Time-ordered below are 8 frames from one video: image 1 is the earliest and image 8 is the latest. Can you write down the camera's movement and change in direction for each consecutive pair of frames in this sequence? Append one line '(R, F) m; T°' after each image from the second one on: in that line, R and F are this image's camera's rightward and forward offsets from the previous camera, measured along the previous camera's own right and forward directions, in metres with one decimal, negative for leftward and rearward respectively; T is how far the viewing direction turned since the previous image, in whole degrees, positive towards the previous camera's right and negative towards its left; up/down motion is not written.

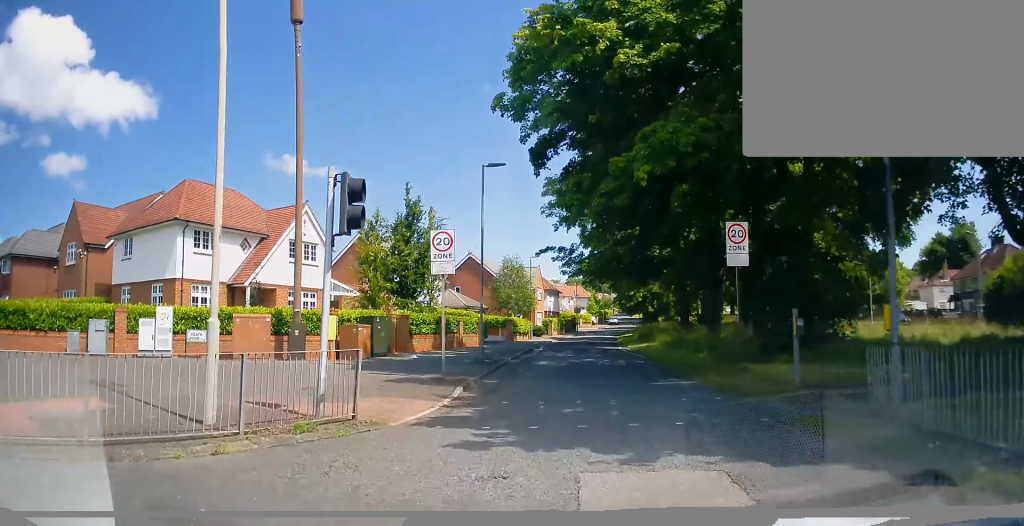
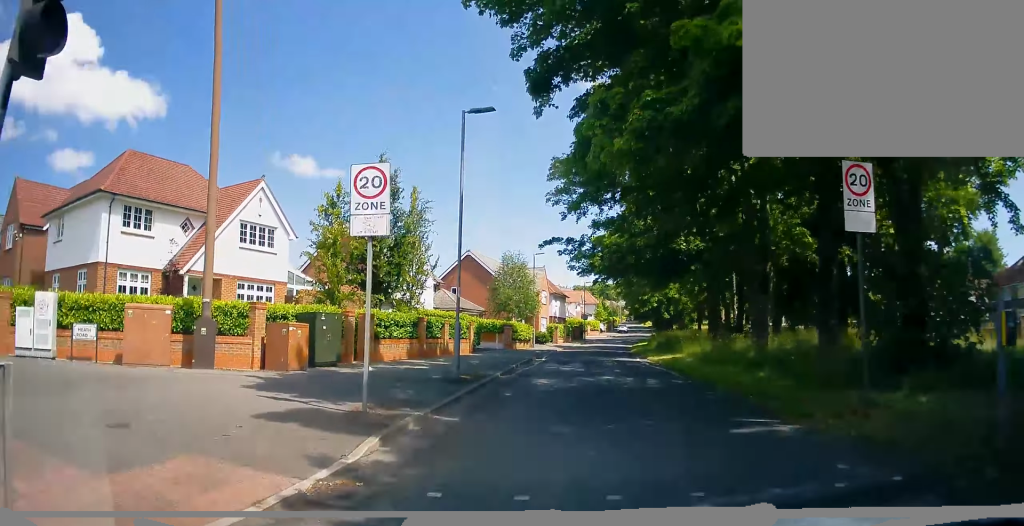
(0.0, +6.2) m; 0°
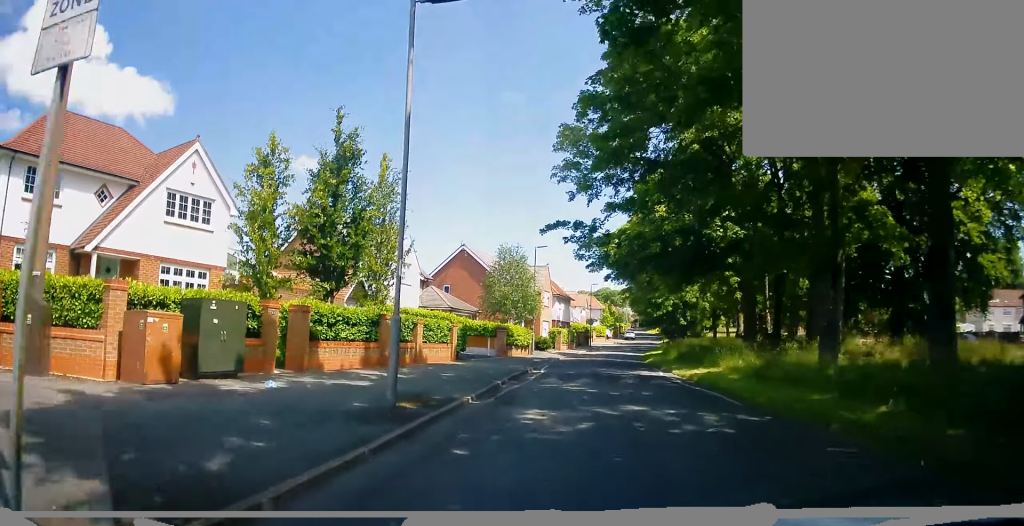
(+0.1, +6.2) m; -1°
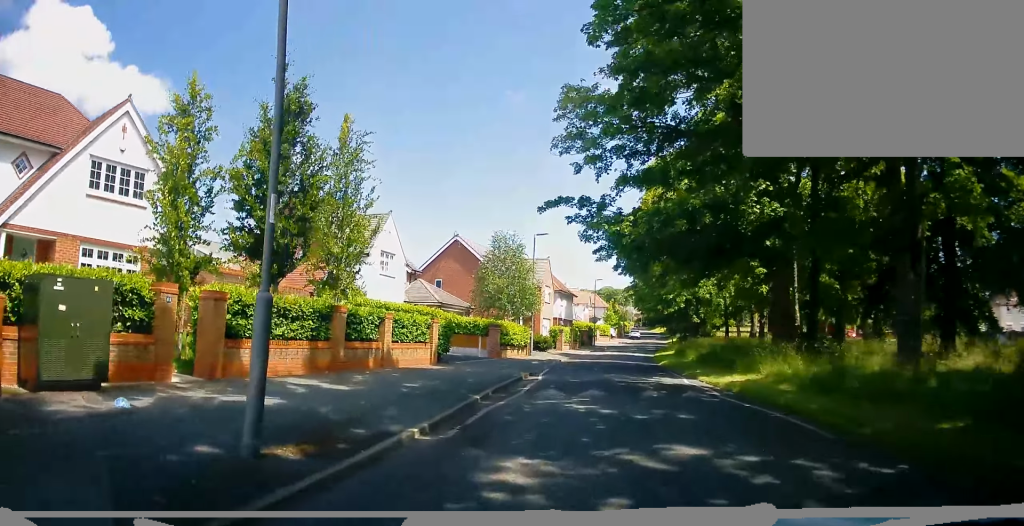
(-0.2, +4.6) m; -1°
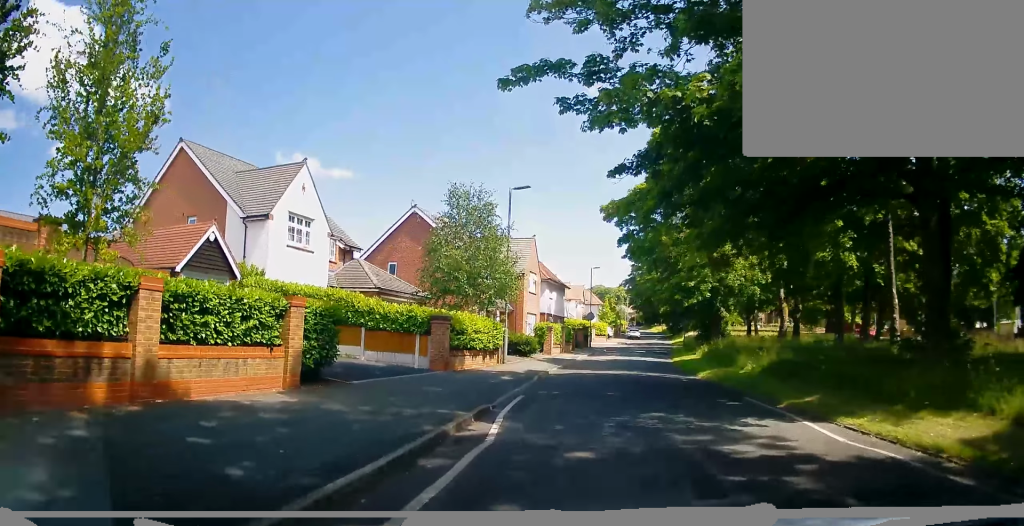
(+0.2, +11.2) m; +4°
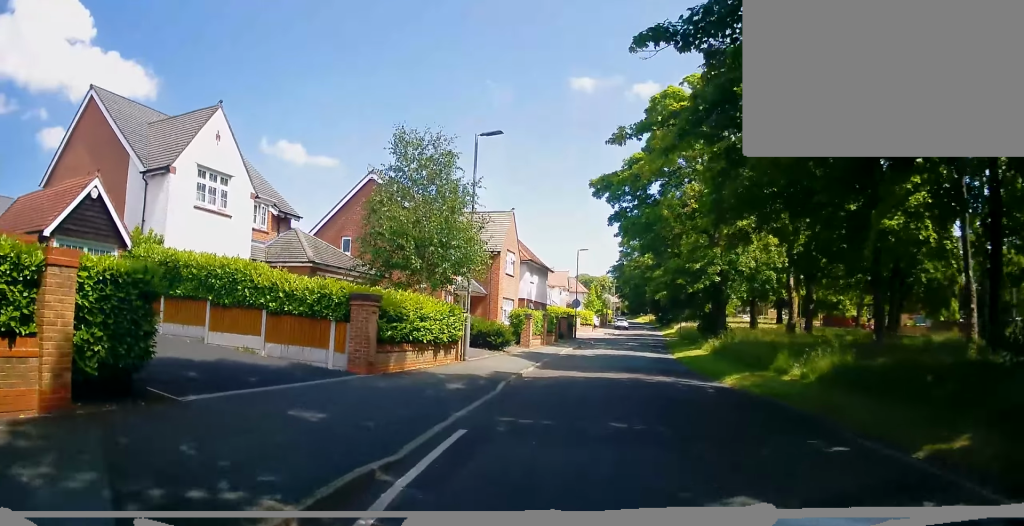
(+0.4, +5.9) m; 0°
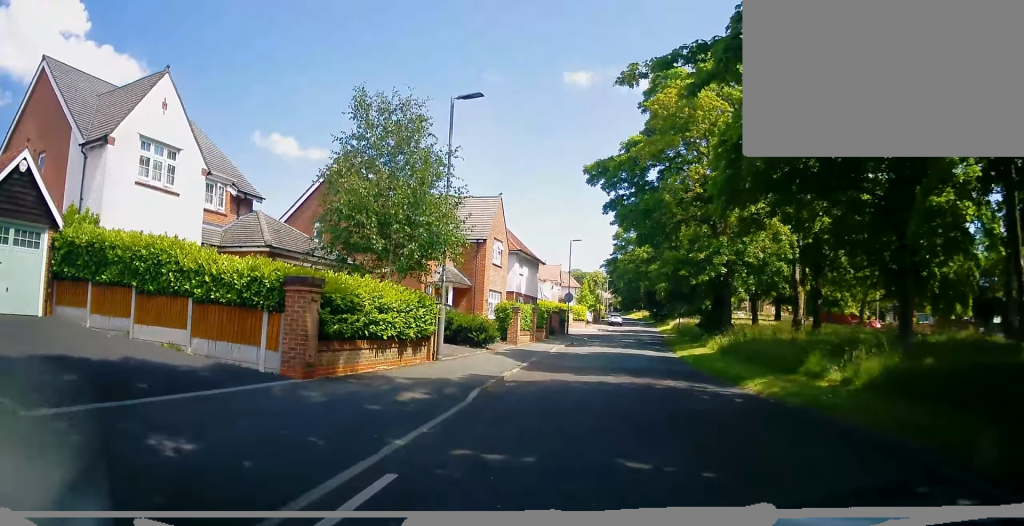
(-0.2, +2.9) m; -1°
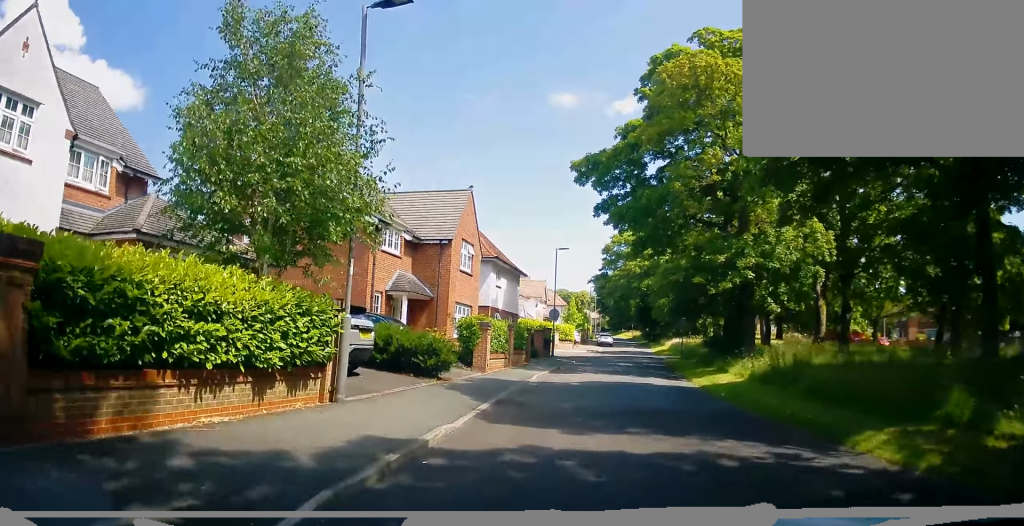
(-0.1, +6.3) m; +1°
